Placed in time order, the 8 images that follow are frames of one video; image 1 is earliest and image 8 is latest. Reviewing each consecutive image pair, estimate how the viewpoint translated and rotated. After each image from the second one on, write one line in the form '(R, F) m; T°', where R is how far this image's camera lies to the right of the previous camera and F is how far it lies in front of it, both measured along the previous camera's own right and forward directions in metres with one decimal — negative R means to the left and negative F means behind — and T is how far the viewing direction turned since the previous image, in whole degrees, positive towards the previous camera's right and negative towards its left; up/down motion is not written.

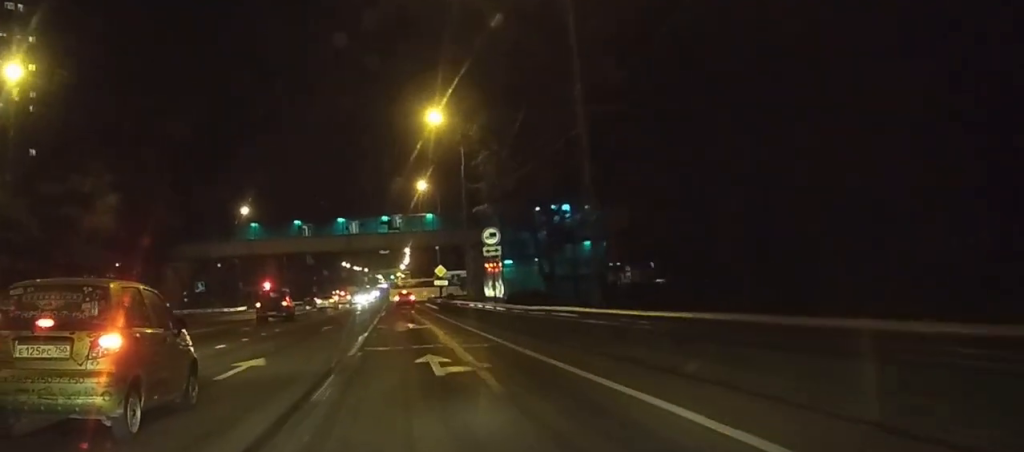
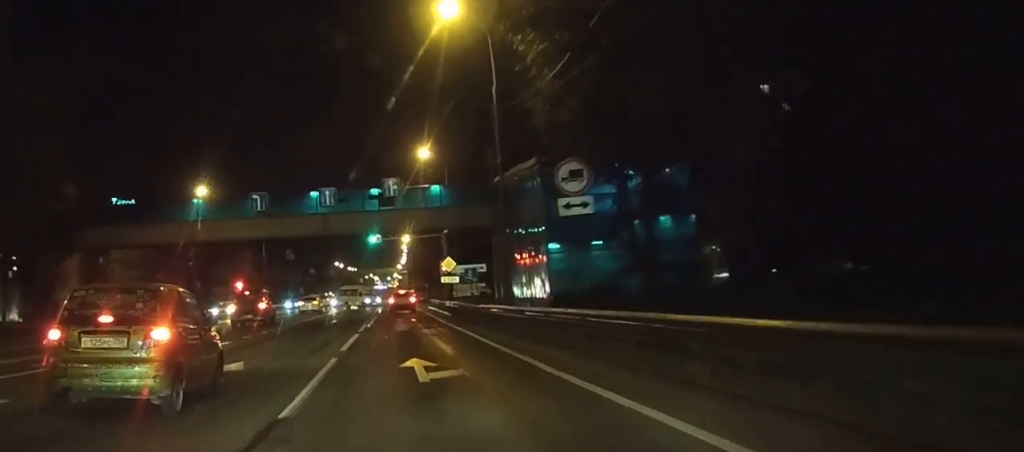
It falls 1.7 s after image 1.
(0.0, +19.9) m; -1°
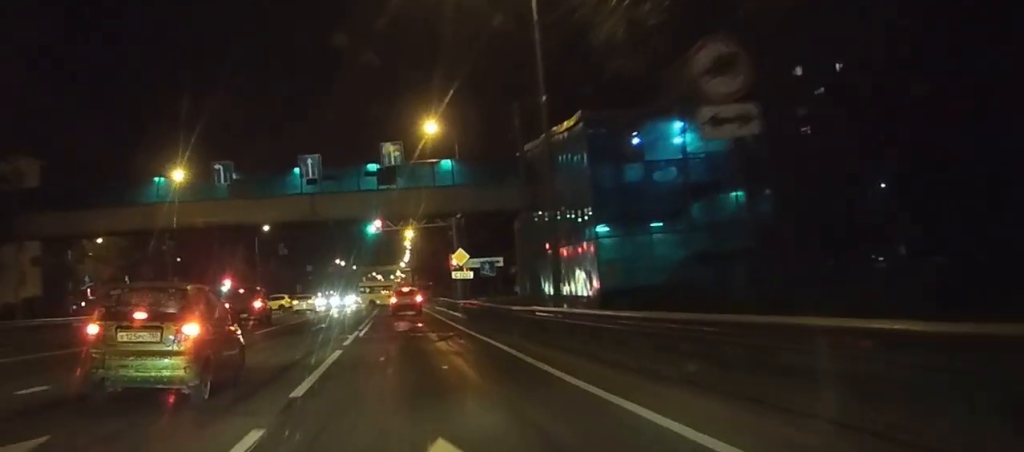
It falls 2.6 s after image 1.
(-0.1, +9.0) m; -1°
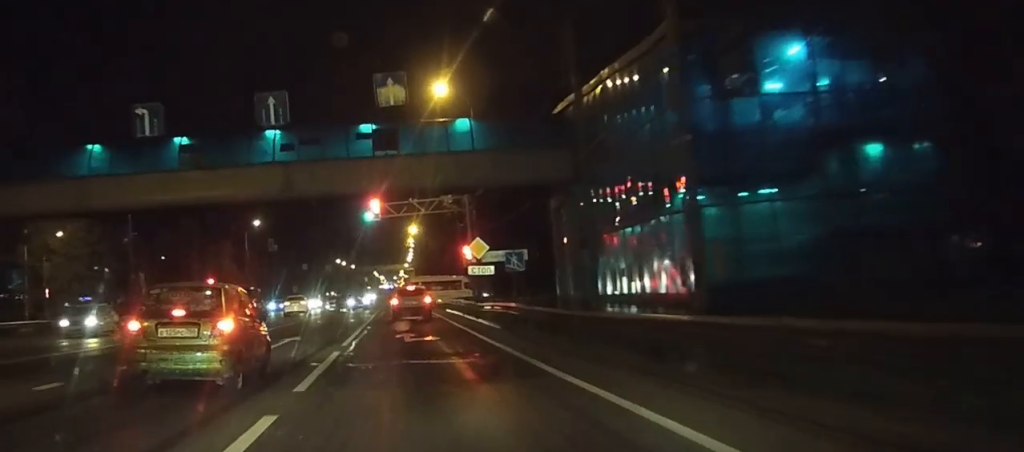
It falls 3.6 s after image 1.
(0.0, +9.5) m; +1°
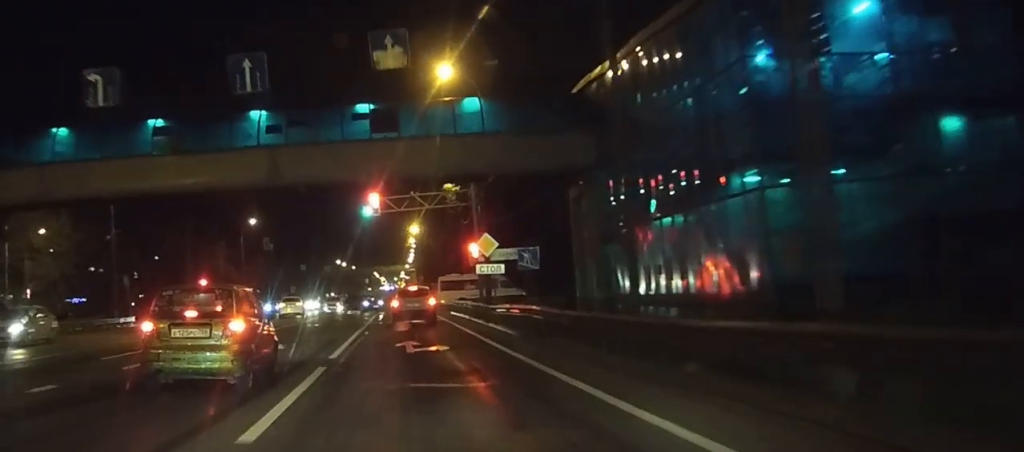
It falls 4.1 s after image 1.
(0.0, +3.3) m; +1°
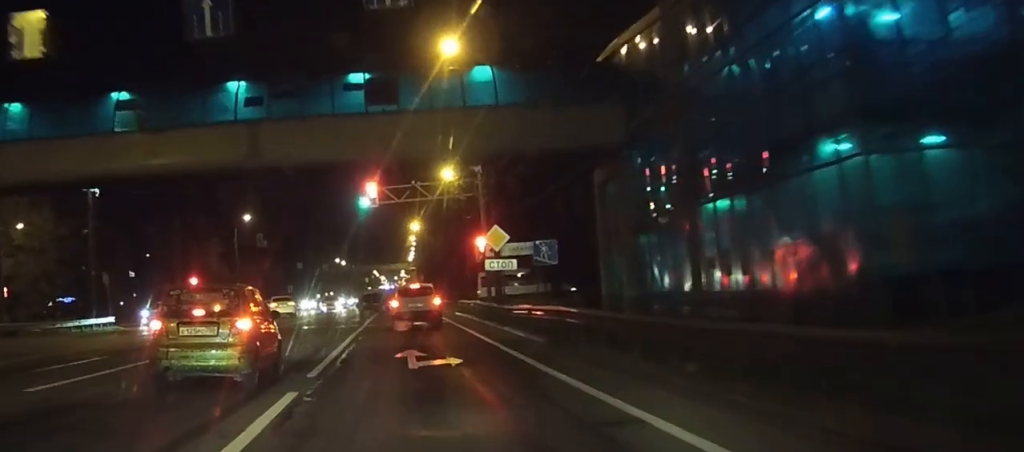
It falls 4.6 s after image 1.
(0.0, +3.6) m; +1°
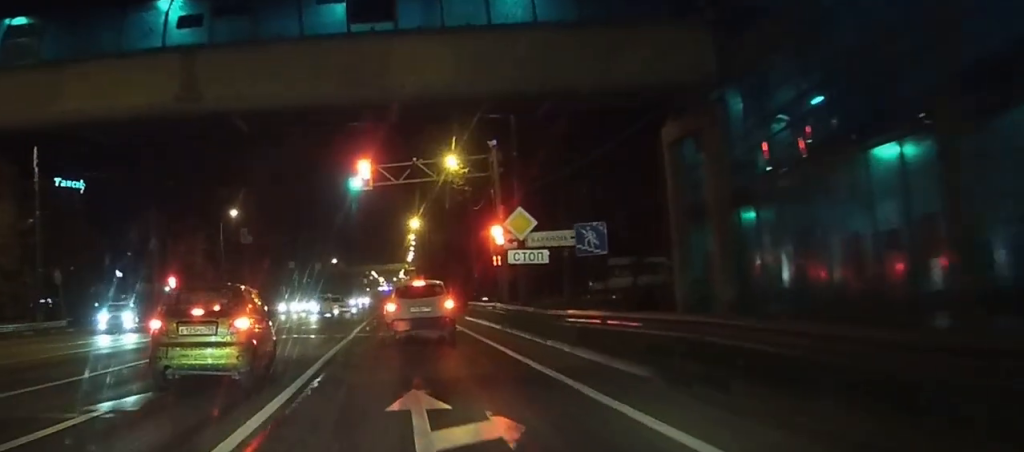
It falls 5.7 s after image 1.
(+0.2, +6.9) m; +2°
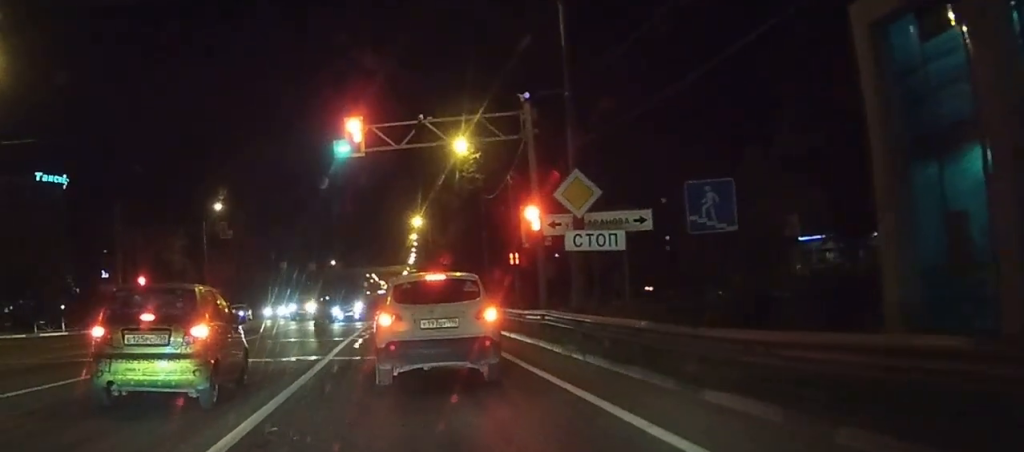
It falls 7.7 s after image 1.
(+0.1, +8.4) m; +1°
